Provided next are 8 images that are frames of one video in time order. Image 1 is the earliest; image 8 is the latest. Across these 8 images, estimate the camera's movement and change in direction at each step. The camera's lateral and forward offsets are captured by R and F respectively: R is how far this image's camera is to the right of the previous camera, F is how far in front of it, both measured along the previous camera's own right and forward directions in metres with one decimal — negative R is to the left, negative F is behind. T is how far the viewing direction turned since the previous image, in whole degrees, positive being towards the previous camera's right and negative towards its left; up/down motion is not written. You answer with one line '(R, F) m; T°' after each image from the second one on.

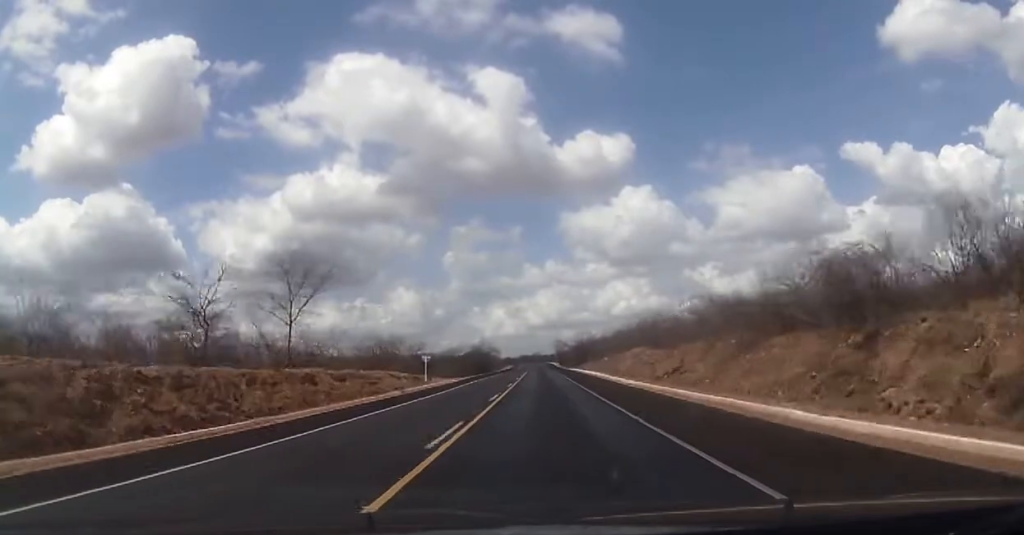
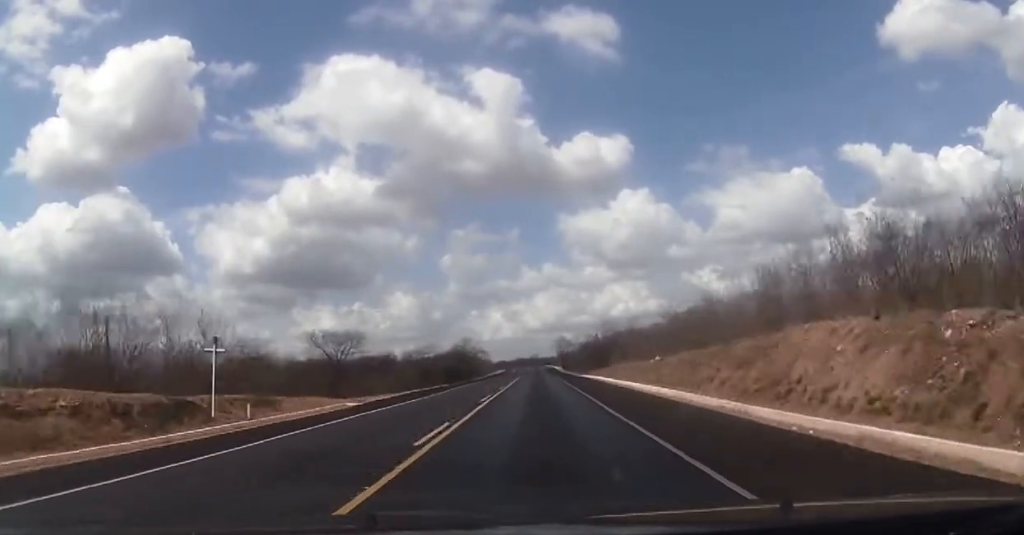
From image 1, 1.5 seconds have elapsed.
(-0.3, +38.8) m; +1°
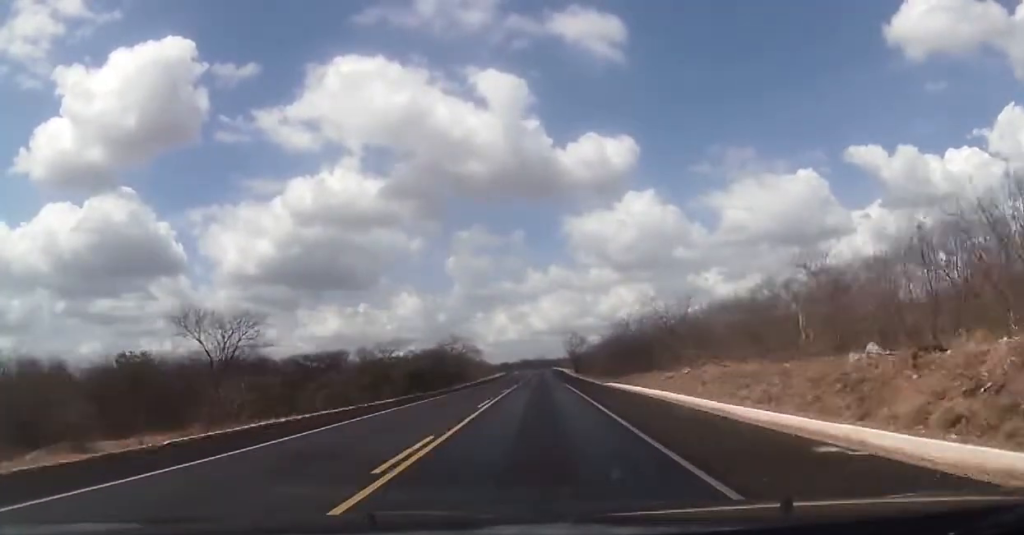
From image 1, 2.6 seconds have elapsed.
(+0.5, +29.0) m; +1°
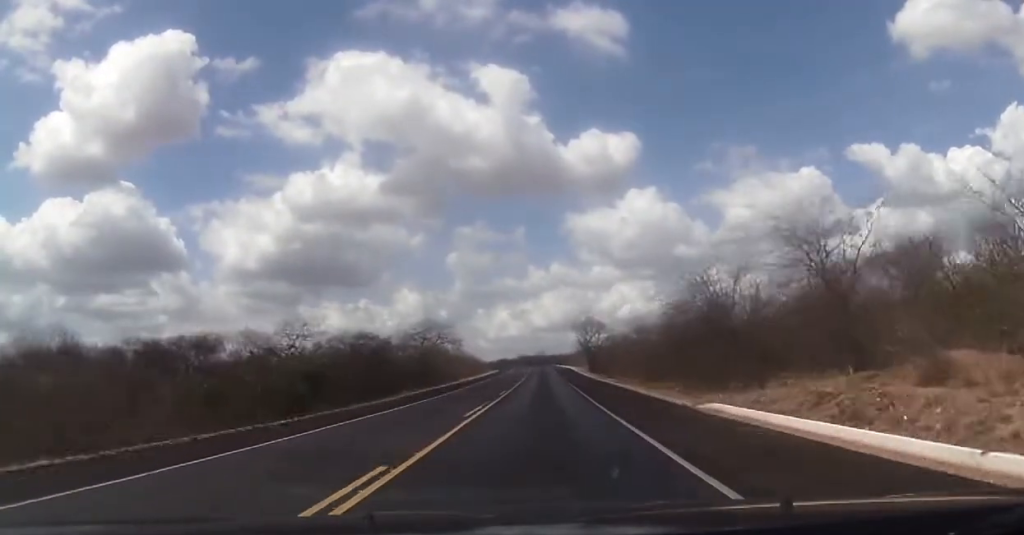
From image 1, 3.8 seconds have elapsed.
(-0.3, +32.0) m; -1°
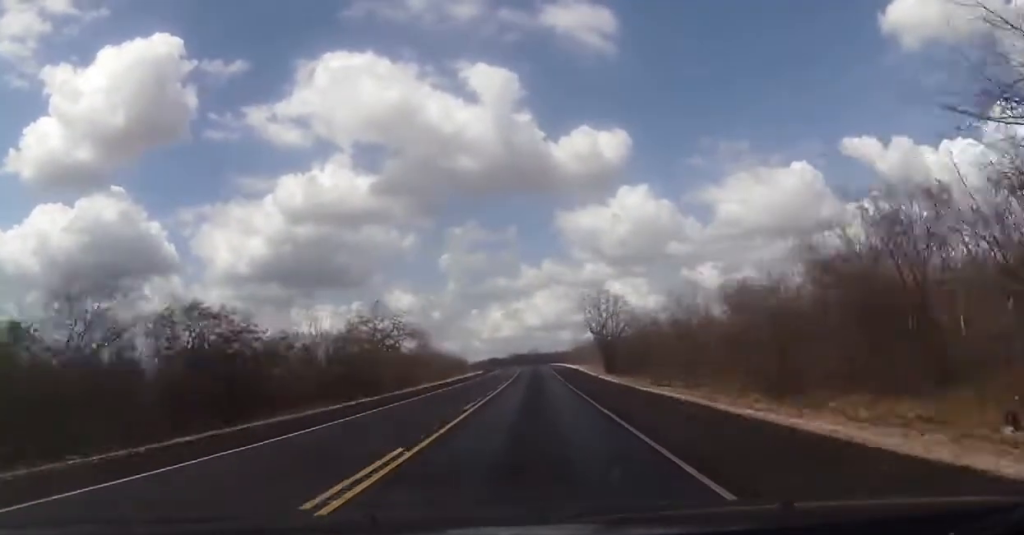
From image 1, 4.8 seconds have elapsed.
(-0.1, +25.9) m; 0°
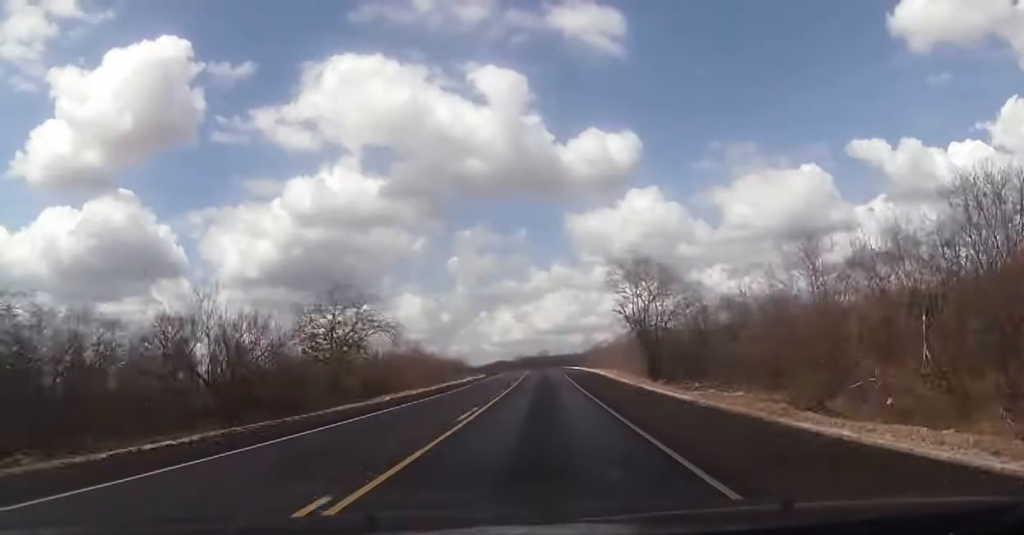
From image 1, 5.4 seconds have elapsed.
(+0.2, +17.1) m; +1°
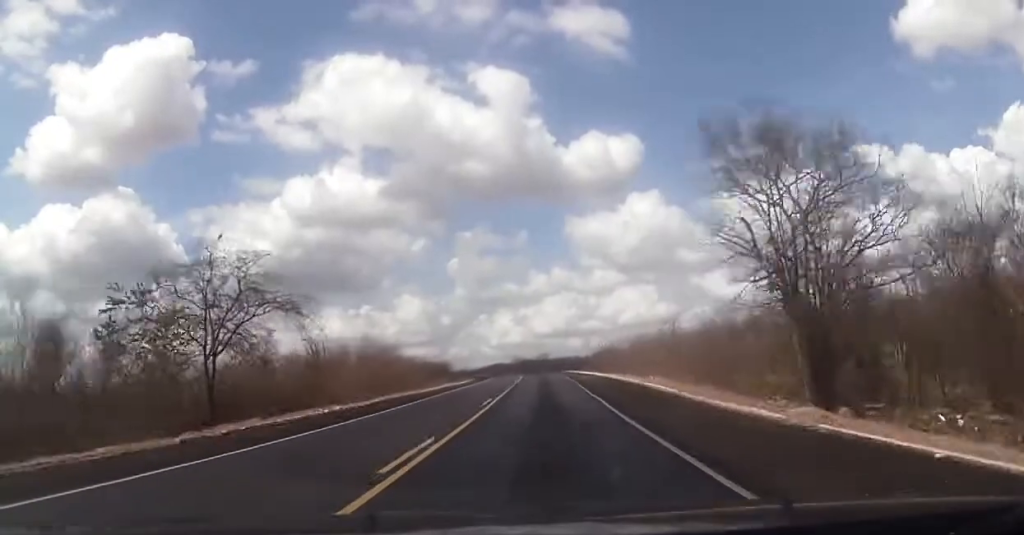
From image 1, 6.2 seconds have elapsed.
(0.0, +21.8) m; 0°
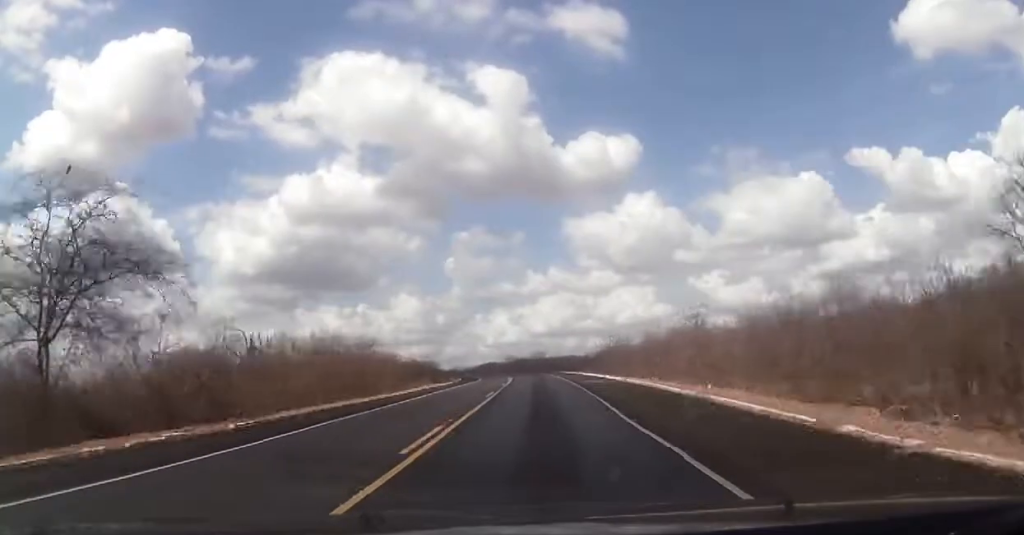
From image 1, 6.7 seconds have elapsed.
(0.0, +12.7) m; 0°
